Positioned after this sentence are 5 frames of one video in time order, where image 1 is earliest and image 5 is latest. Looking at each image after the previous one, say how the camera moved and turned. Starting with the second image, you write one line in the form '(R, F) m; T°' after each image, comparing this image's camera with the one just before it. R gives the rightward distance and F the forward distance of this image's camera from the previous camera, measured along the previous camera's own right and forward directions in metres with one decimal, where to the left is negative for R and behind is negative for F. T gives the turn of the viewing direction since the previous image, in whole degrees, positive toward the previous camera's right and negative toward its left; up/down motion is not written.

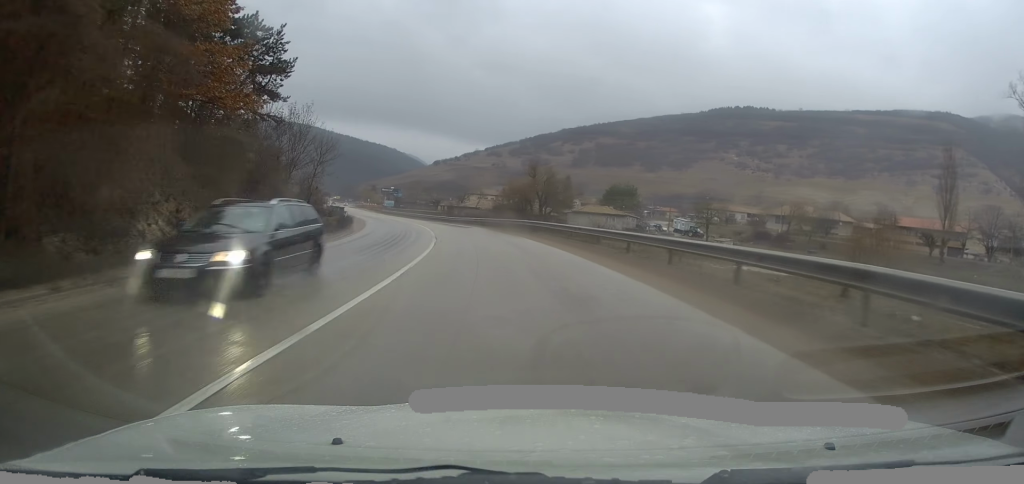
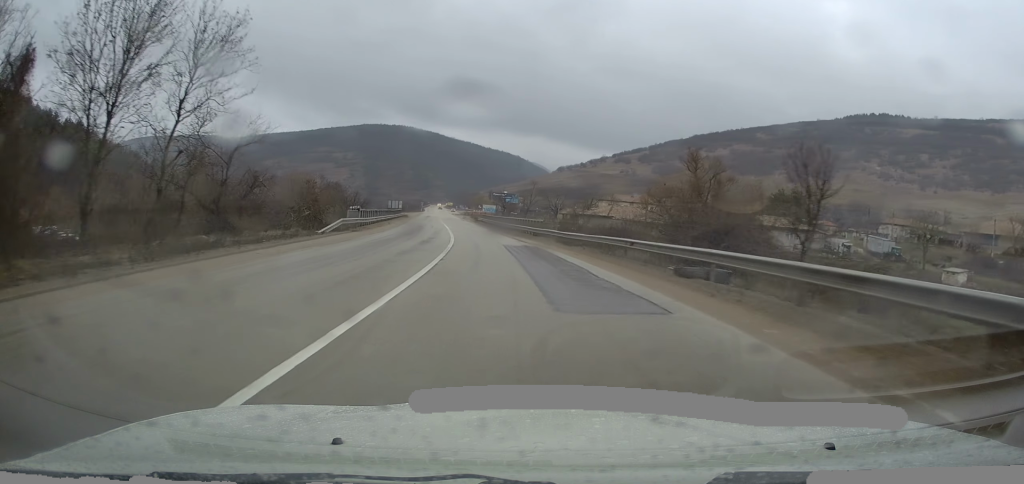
(-2.8, +36.4) m; -9°
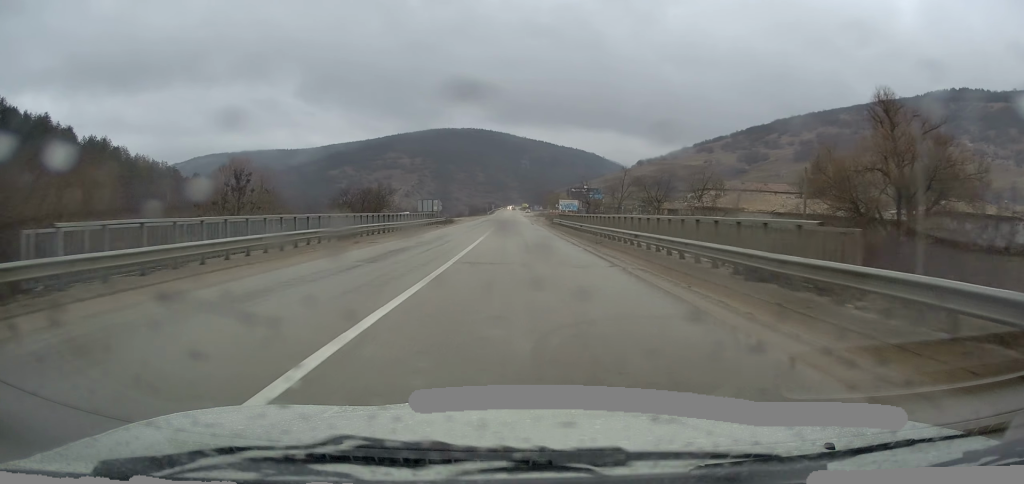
(-2.4, +30.1) m; -9°
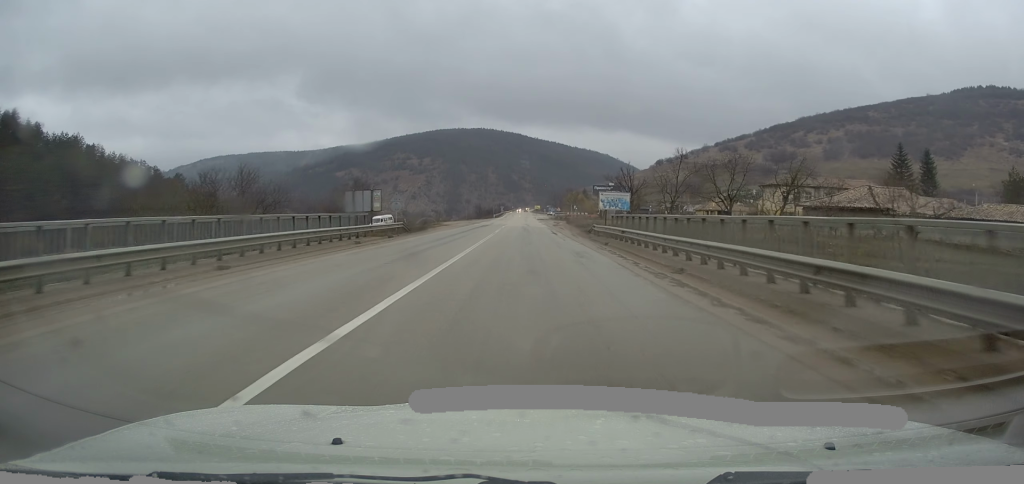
(-1.0, +28.6) m; -3°
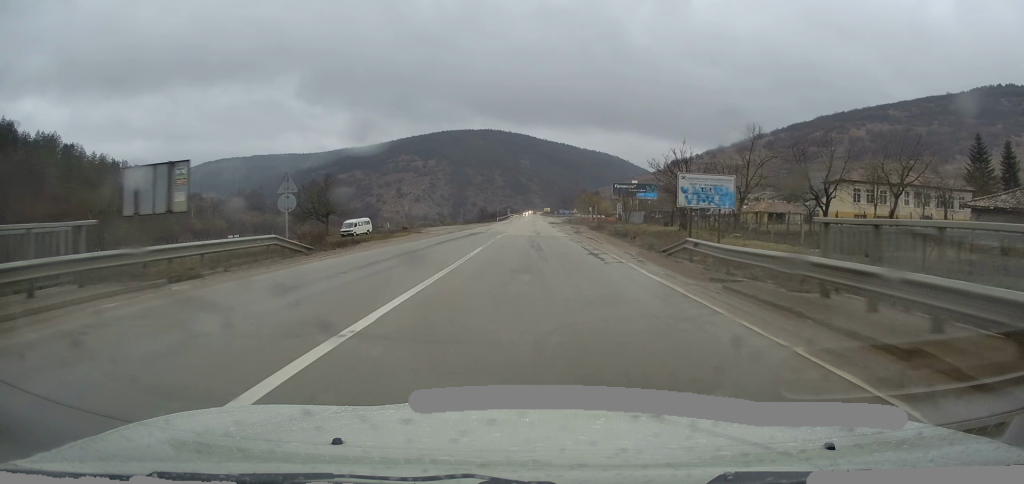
(-0.3, +20.4) m; -1°
